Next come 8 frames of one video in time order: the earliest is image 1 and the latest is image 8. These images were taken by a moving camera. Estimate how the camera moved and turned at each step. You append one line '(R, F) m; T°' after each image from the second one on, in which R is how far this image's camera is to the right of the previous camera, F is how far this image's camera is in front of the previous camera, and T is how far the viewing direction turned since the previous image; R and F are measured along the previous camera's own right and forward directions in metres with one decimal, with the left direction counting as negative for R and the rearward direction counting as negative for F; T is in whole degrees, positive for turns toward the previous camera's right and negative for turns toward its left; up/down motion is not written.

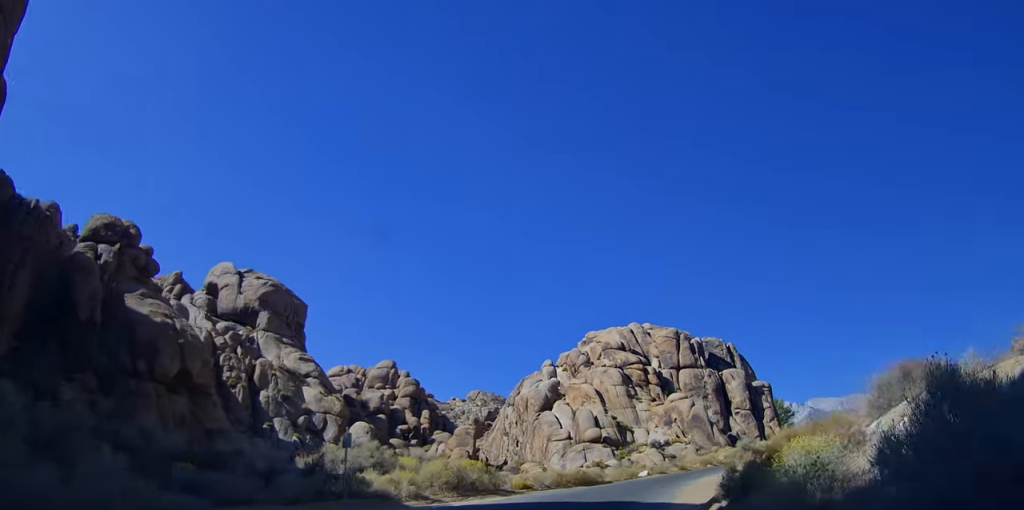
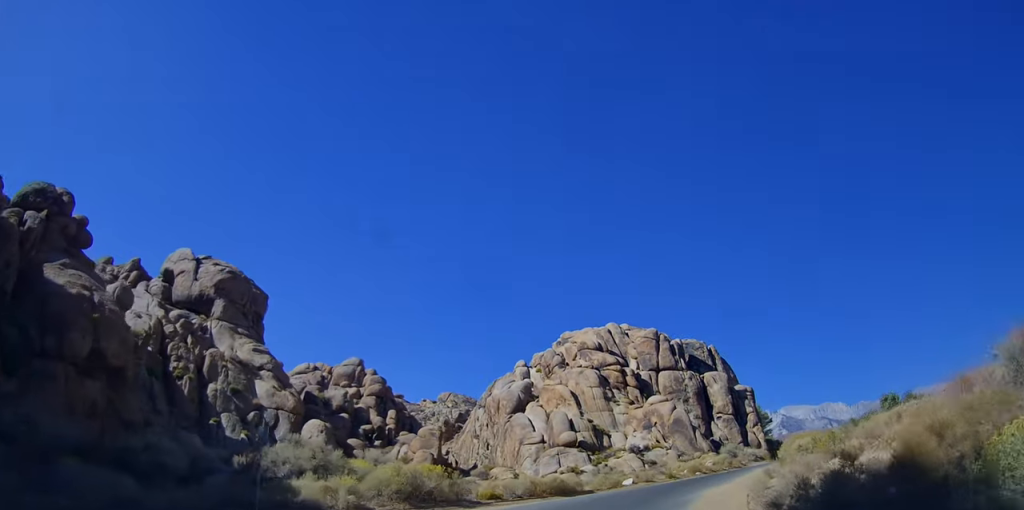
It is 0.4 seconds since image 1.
(0.0, +4.1) m; +2°
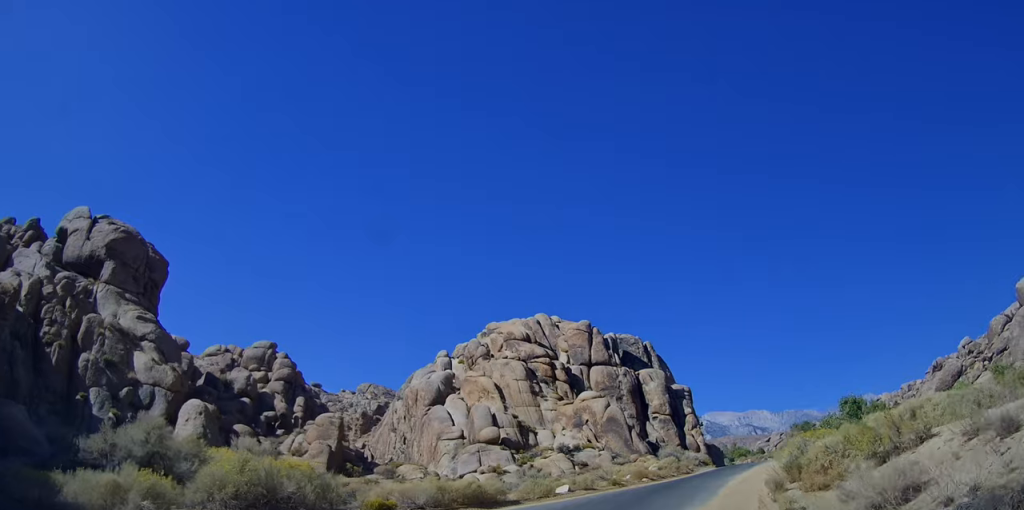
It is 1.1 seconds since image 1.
(+0.3, +6.3) m; +2°
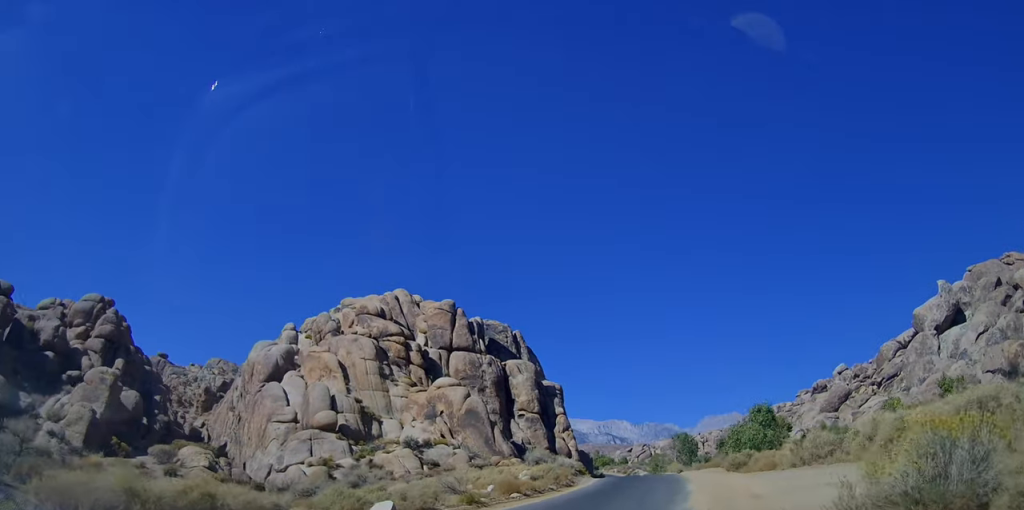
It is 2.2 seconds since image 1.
(0.0, +9.4) m; +4°
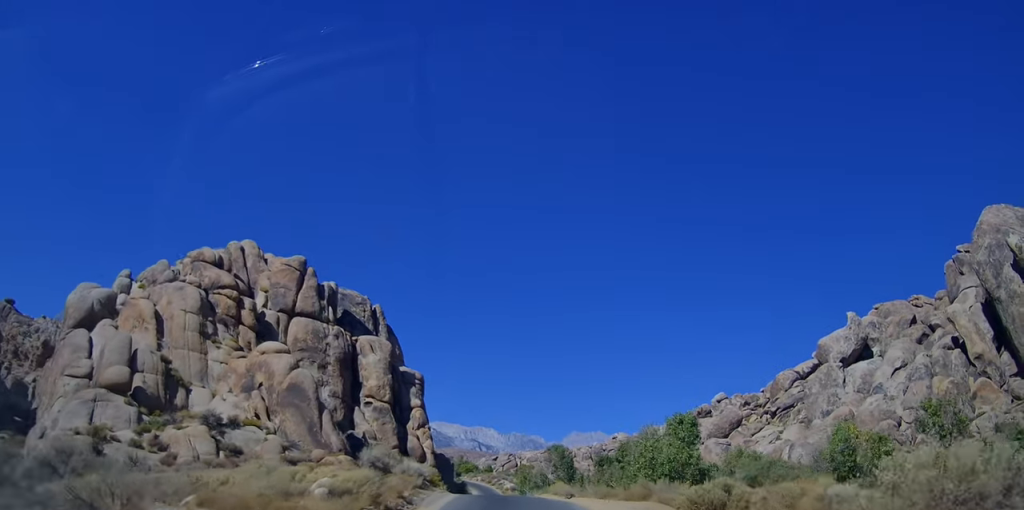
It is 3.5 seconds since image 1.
(+1.5, +10.7) m; +18°
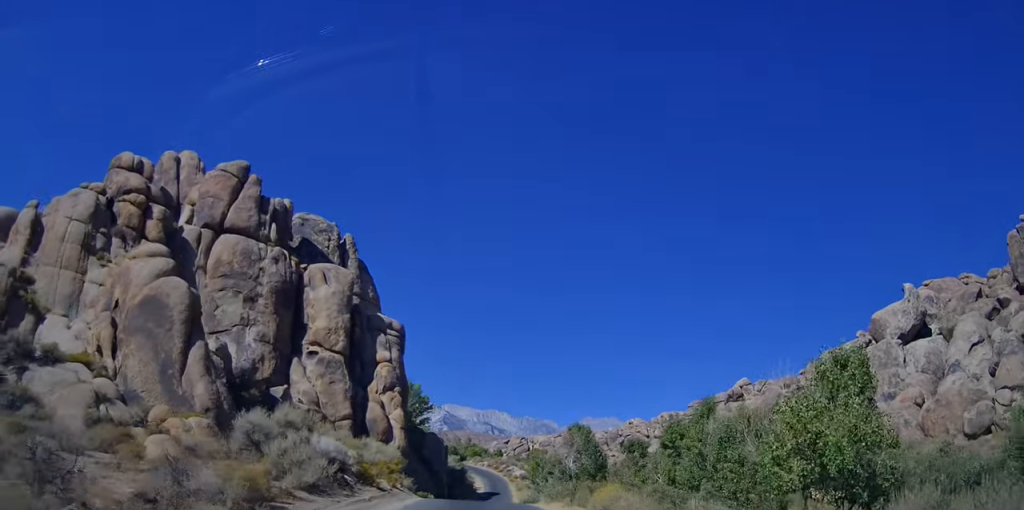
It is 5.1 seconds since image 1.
(+2.8, +14.4) m; +10°
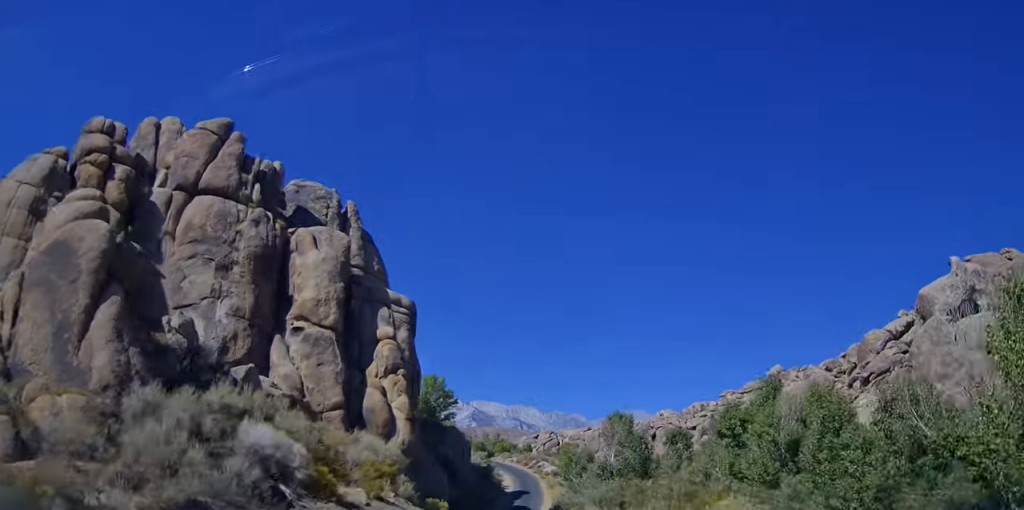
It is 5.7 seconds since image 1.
(-0.2, +5.9) m; -2°
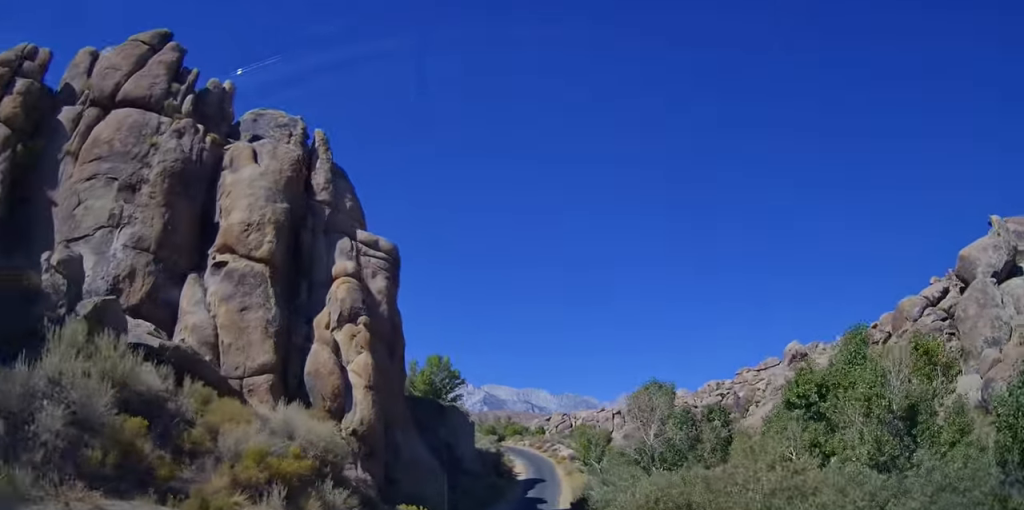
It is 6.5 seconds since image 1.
(-0.4, +8.2) m; -3°
